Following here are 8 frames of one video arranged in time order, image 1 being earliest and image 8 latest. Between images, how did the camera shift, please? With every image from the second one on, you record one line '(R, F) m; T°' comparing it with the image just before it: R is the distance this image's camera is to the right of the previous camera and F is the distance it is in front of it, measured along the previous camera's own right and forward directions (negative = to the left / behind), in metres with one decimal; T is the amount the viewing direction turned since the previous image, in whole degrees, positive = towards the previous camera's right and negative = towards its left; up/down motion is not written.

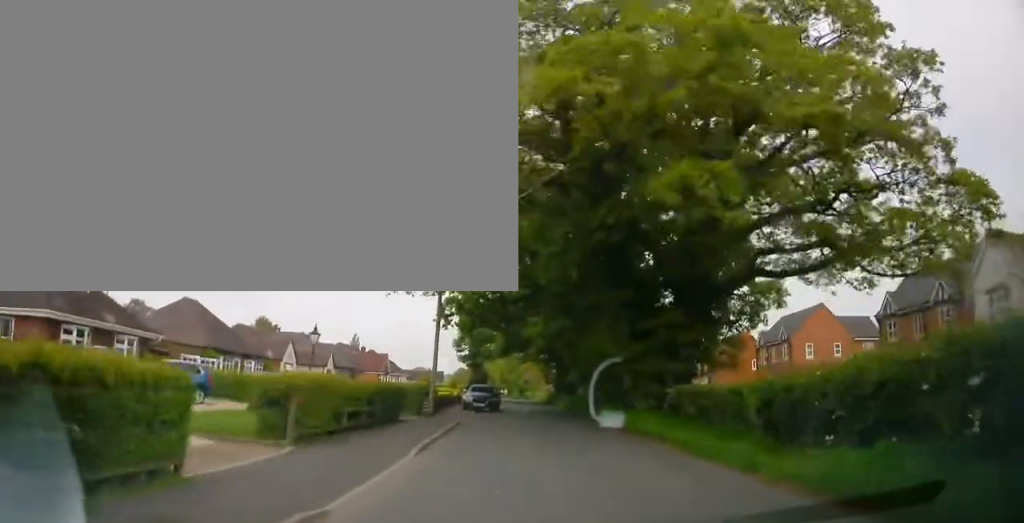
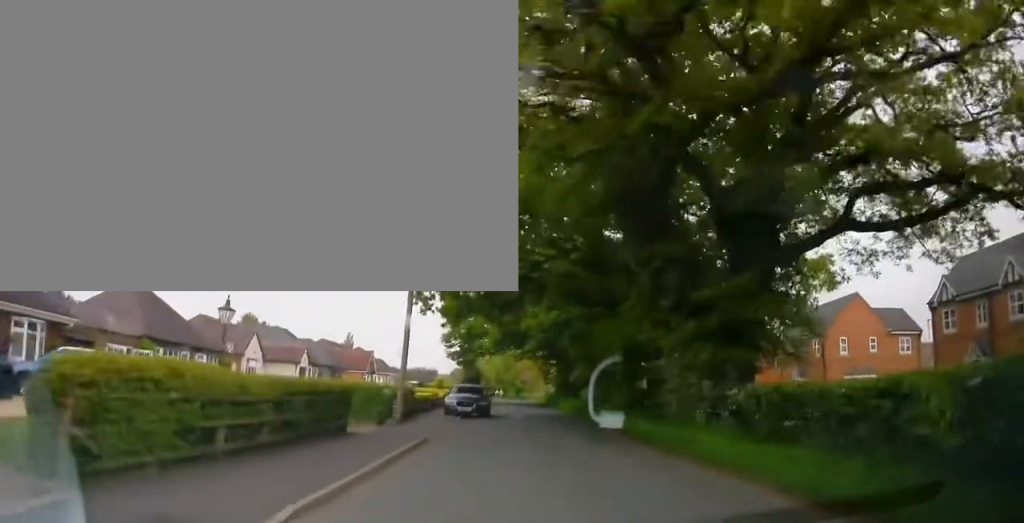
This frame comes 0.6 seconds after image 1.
(+0.8, +4.7) m; -8°
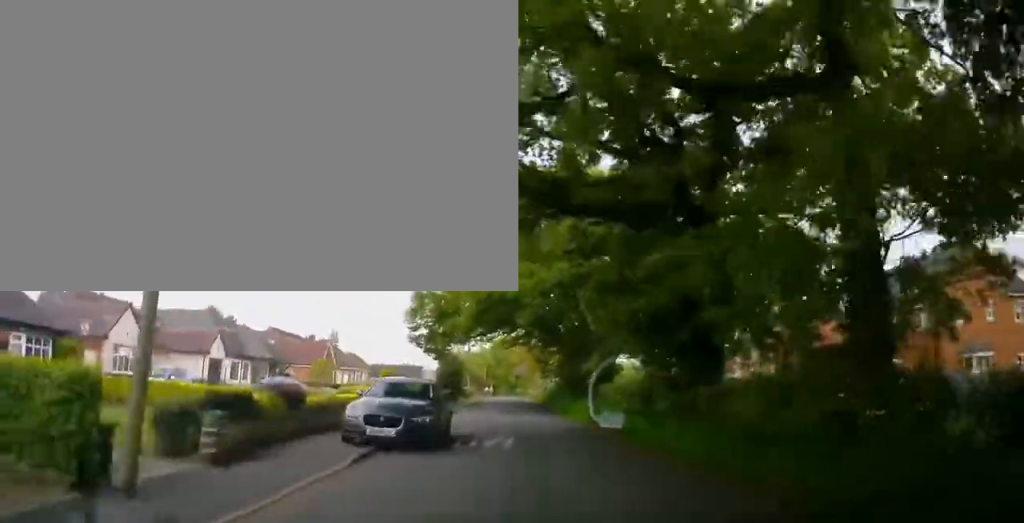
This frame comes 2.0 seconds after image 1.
(-2.9, +14.1) m; -11°
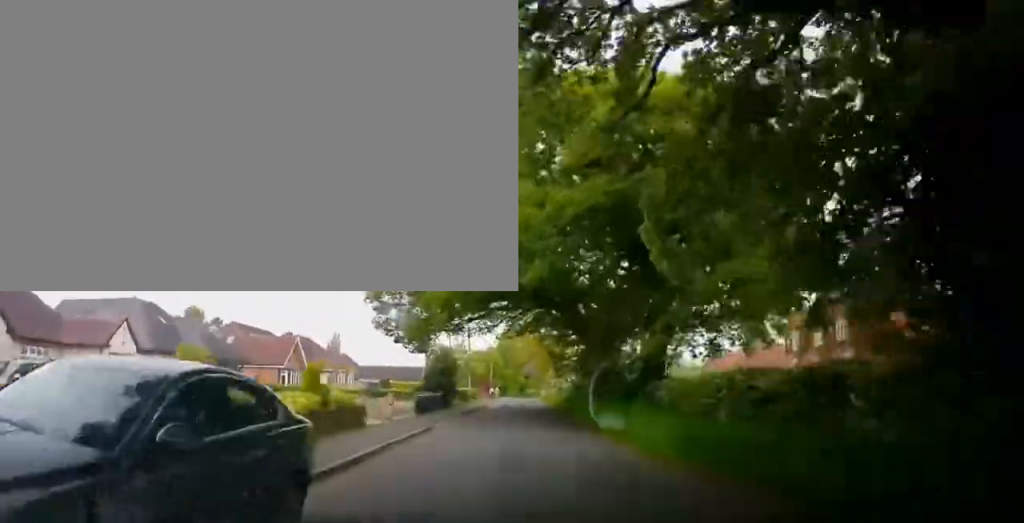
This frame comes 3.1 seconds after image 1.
(+0.8, +12.5) m; +5°
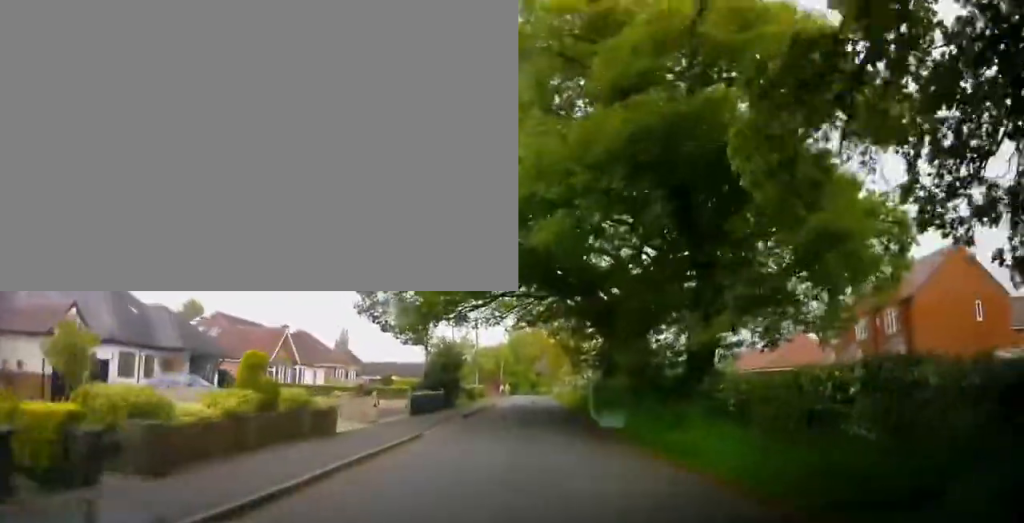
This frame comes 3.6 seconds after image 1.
(+0.1, +4.8) m; +1°
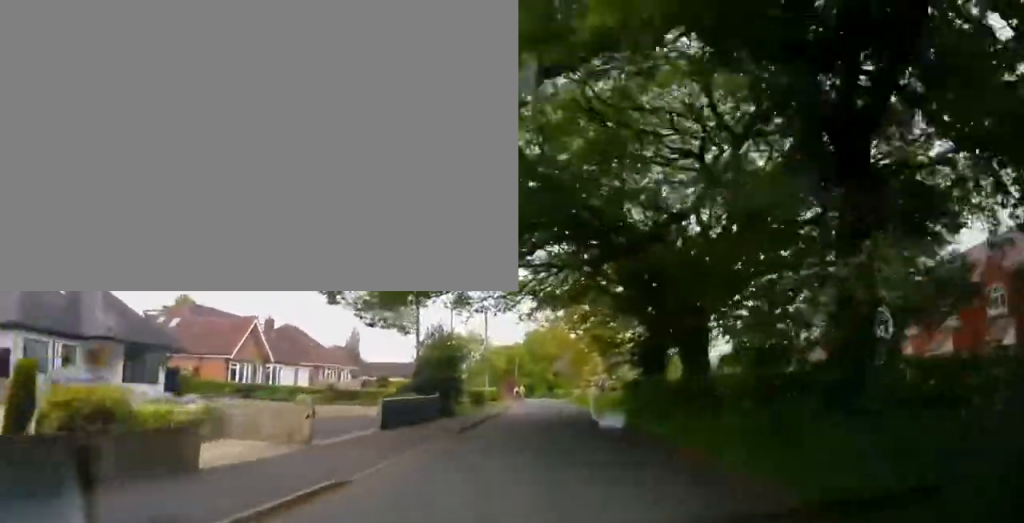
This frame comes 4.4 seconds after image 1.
(+0.1, +7.6) m; 0°
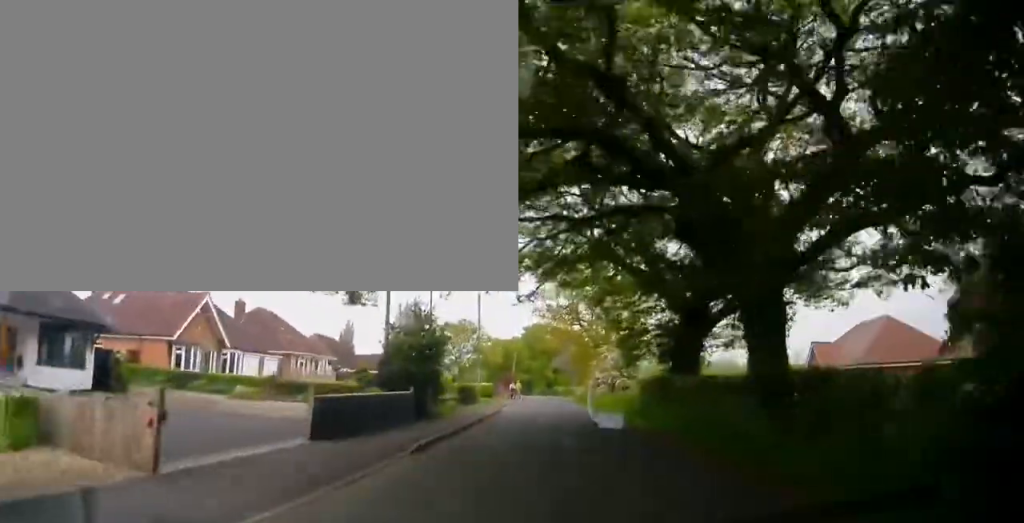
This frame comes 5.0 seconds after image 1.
(0.0, +5.5) m; -1°
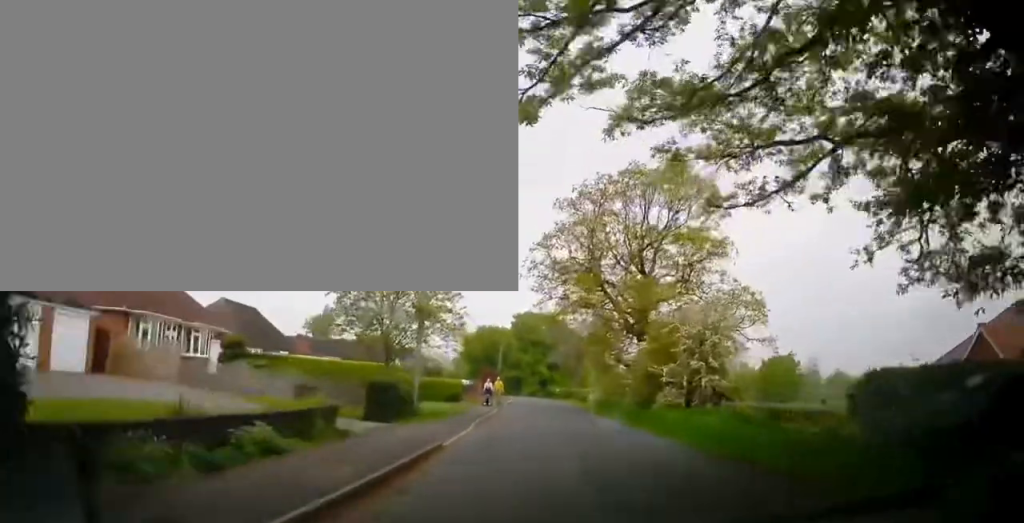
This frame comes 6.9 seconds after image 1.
(-0.1, +18.1) m; +2°
